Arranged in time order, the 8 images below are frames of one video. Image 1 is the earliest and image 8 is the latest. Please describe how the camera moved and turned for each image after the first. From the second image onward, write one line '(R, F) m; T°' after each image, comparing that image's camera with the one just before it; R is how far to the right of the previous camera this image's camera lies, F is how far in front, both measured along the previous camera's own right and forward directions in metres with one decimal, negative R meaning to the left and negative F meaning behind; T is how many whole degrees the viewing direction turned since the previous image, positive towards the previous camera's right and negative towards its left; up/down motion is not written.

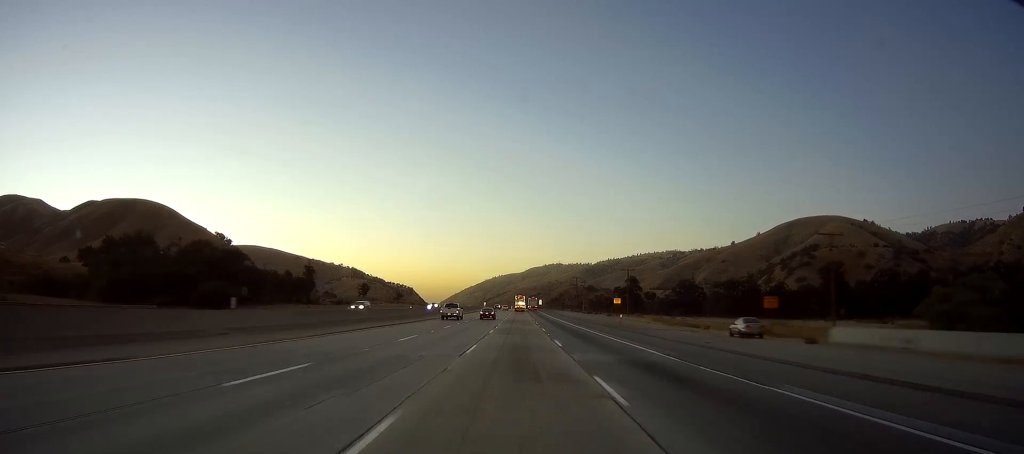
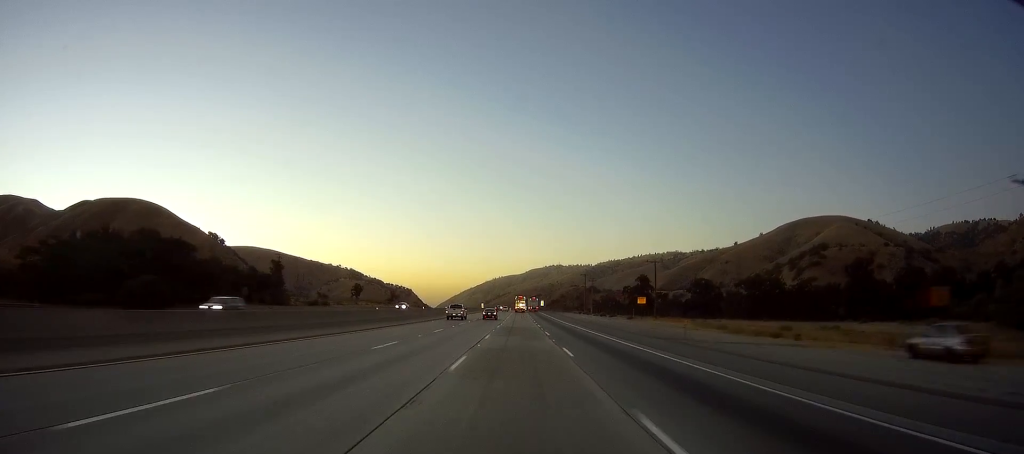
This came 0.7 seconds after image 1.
(0.0, +19.5) m; 0°
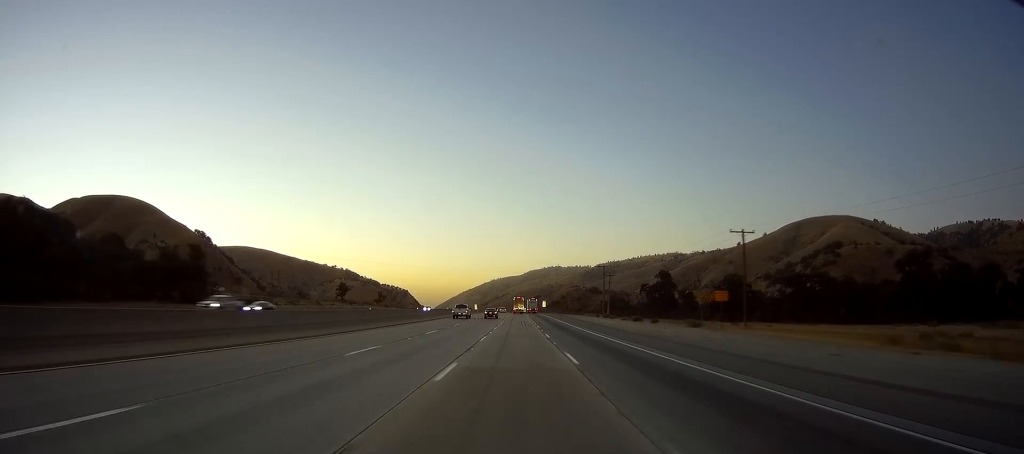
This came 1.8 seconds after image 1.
(-0.1, +32.1) m; 0°
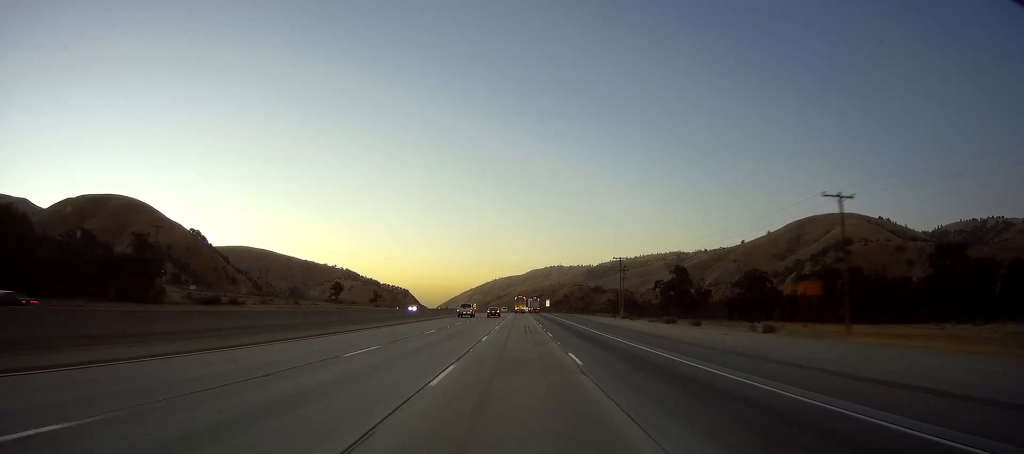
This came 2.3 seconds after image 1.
(0.0, +15.6) m; 0°
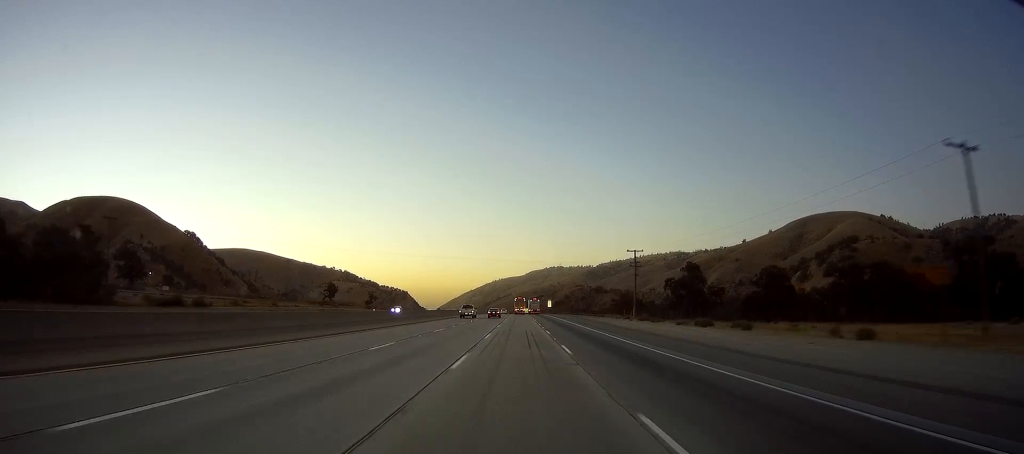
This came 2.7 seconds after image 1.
(0.0, +11.7) m; 0°
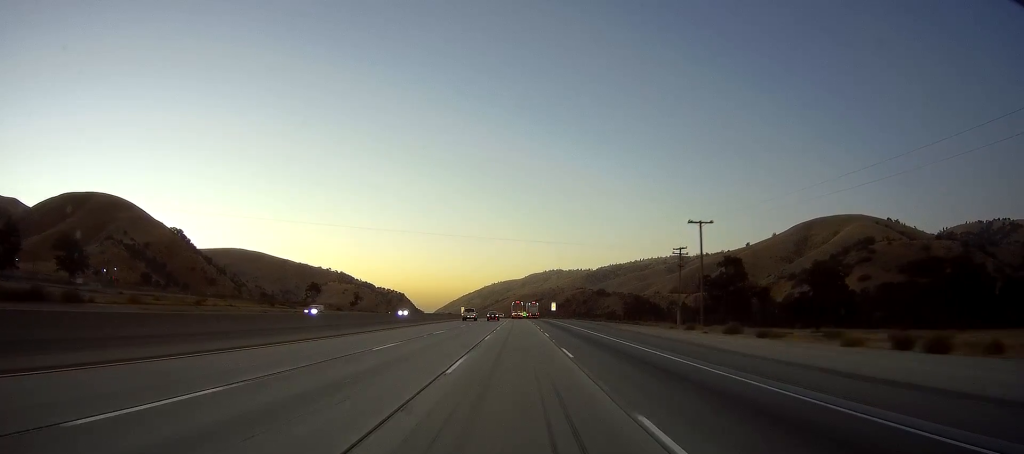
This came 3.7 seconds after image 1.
(0.0, +29.3) m; 0°
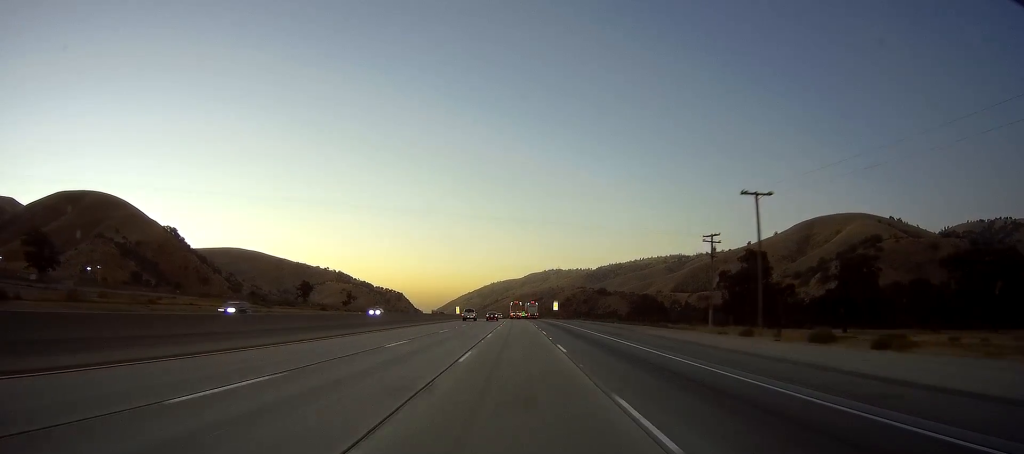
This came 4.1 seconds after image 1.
(0.0, +12.7) m; 0°
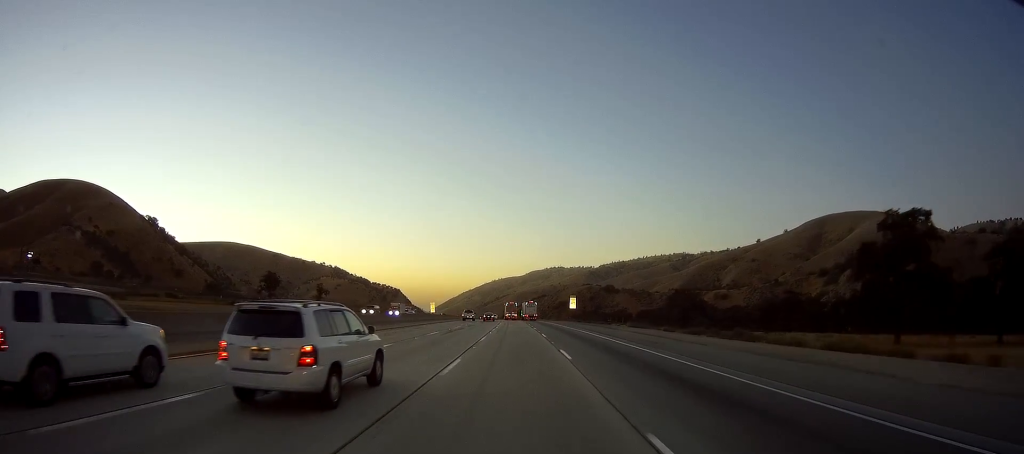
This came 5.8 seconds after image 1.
(-0.5, +48.0) m; 0°
